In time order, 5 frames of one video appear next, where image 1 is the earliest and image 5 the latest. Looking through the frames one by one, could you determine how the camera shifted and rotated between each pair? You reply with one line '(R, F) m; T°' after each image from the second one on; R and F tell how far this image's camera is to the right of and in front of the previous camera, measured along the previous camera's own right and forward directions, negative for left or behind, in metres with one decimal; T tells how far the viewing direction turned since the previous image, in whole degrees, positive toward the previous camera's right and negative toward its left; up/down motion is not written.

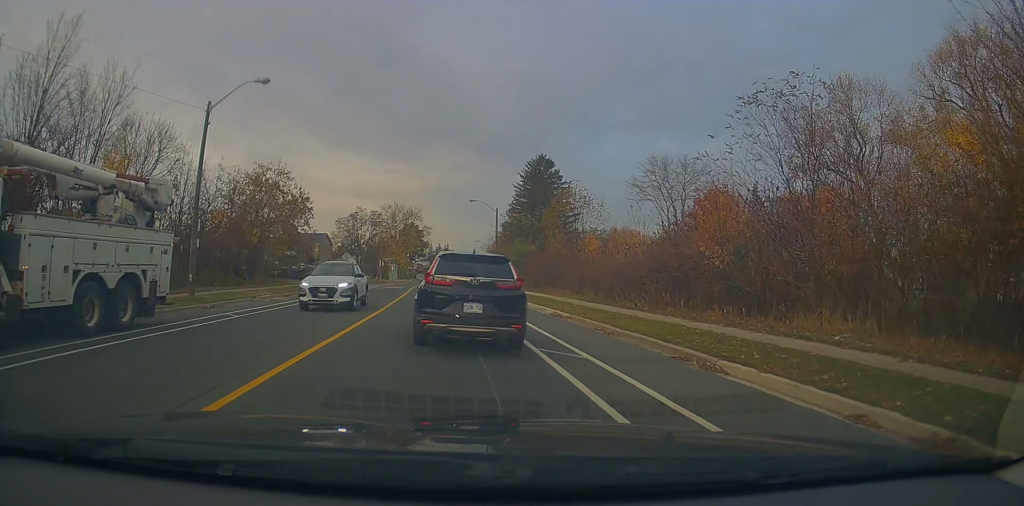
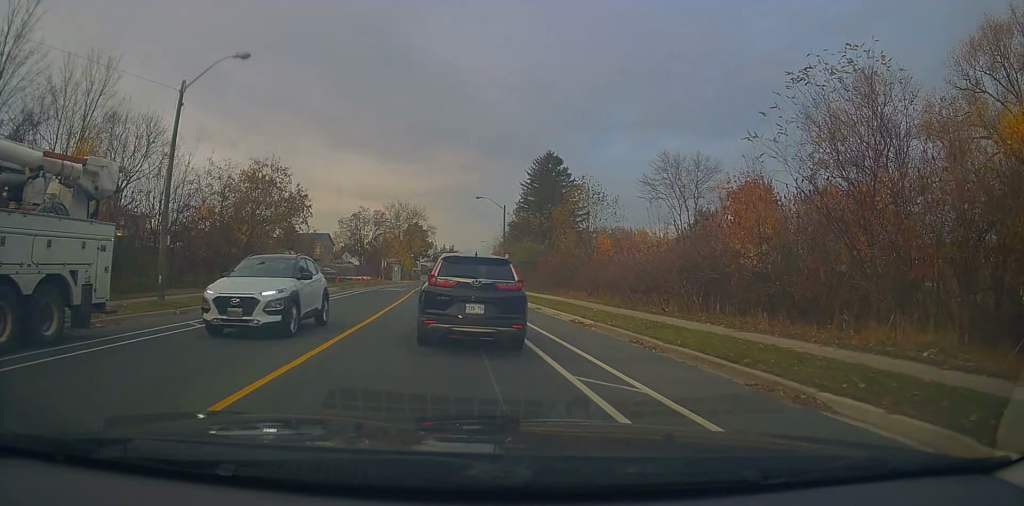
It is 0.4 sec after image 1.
(-0.2, +2.6) m; +1°
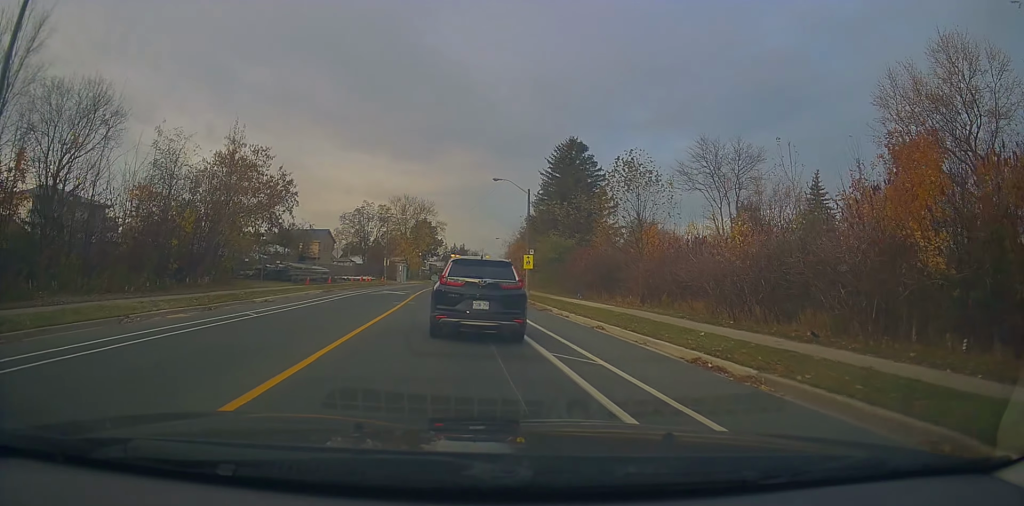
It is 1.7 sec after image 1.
(+0.6, +8.8) m; +2°
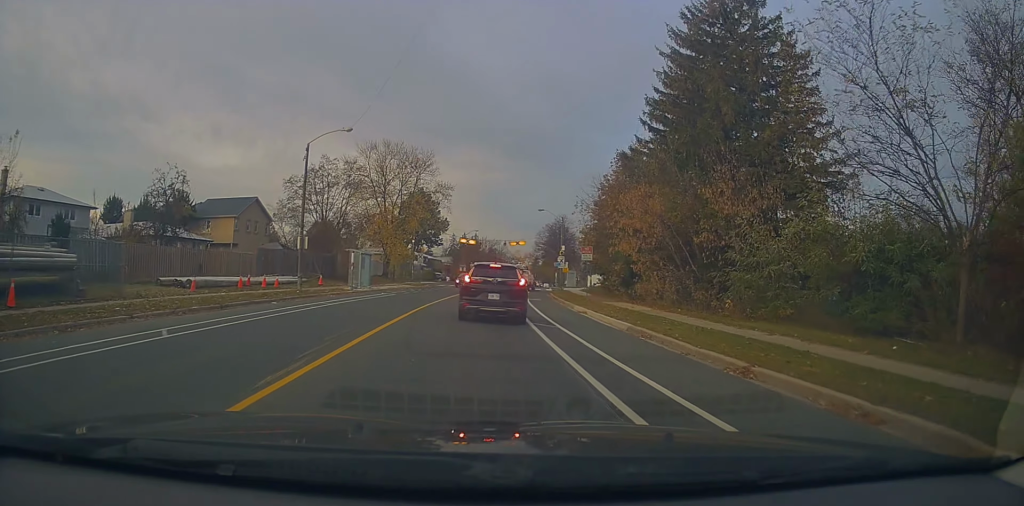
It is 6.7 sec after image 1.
(-1.3, +41.6) m; -8°
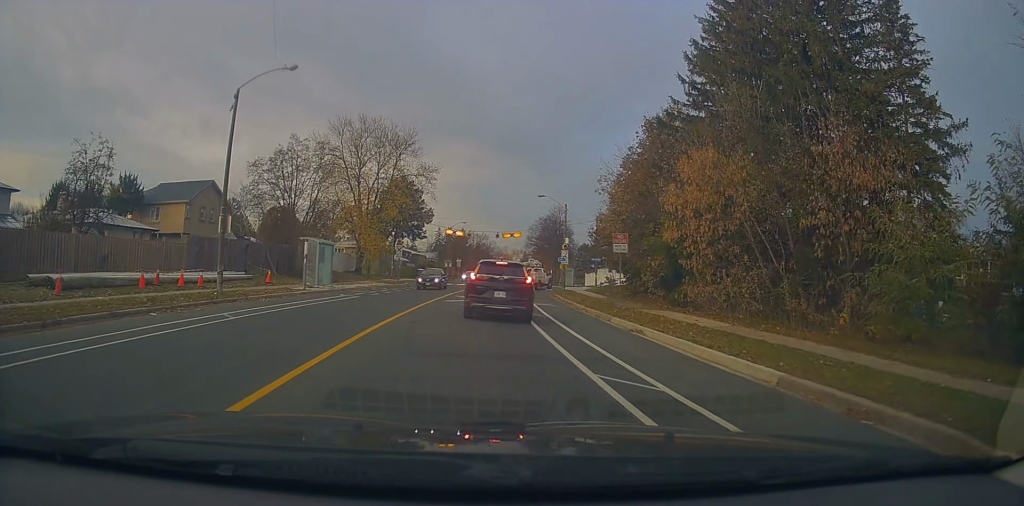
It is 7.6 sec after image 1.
(-0.5, +8.5) m; +4°
